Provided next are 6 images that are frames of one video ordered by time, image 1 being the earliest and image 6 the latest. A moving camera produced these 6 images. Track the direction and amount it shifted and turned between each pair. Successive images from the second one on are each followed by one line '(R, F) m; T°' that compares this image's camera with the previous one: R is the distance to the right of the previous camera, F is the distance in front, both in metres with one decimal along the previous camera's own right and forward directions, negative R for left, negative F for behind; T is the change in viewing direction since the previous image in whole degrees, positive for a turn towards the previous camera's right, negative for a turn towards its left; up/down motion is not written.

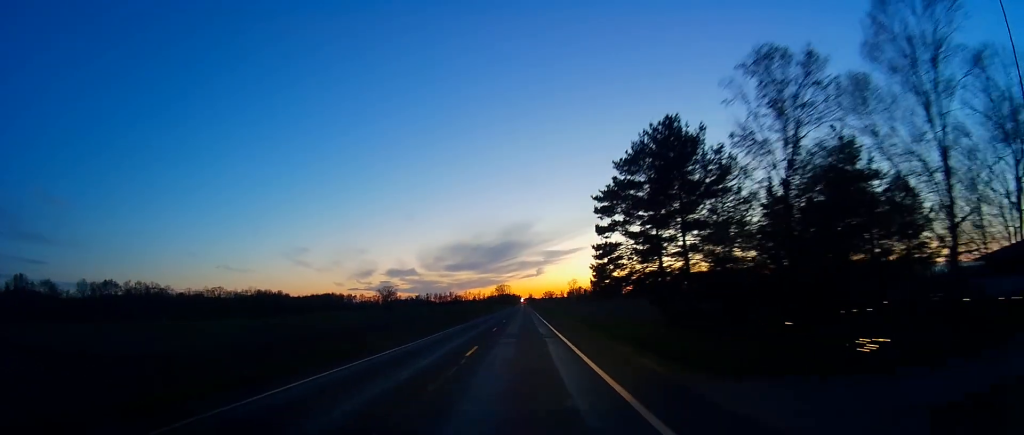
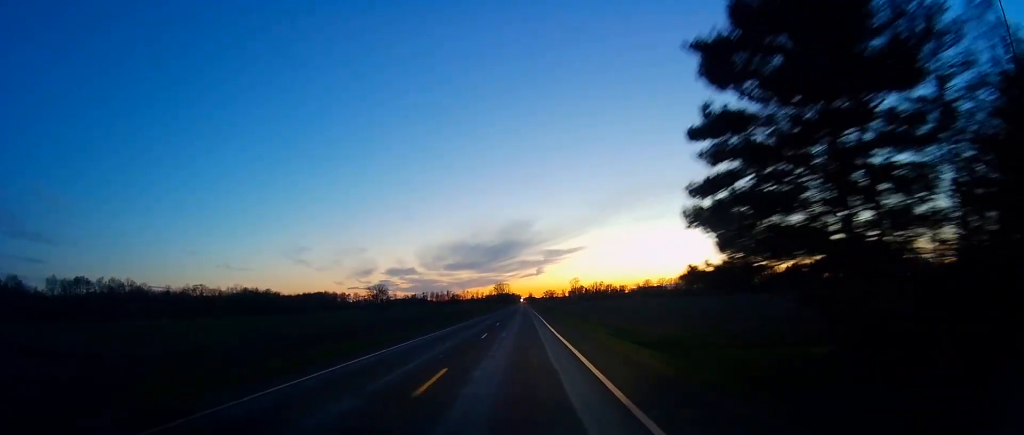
(0.0, +23.7) m; 0°
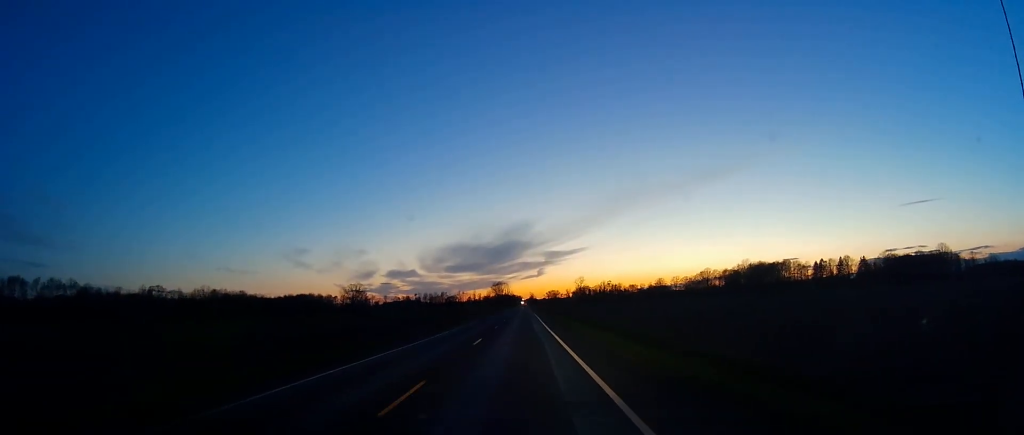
(0.0, +48.8) m; 0°
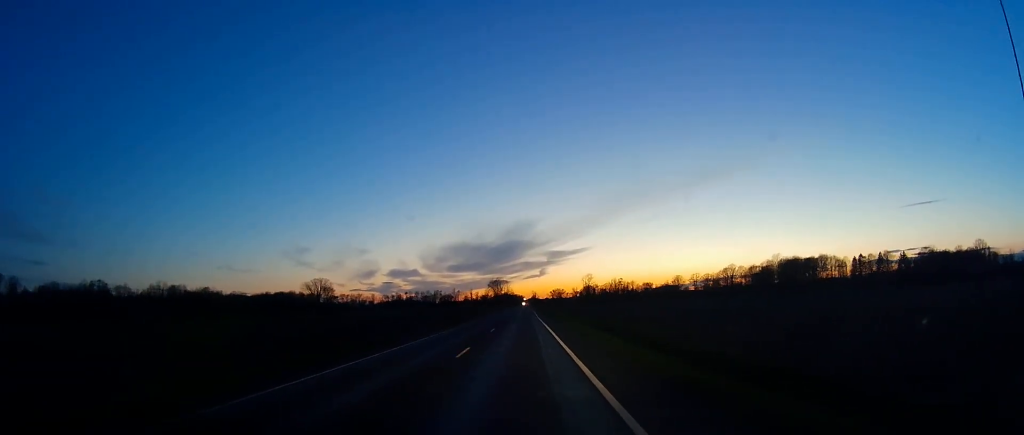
(-2.2, +53.4) m; -2°
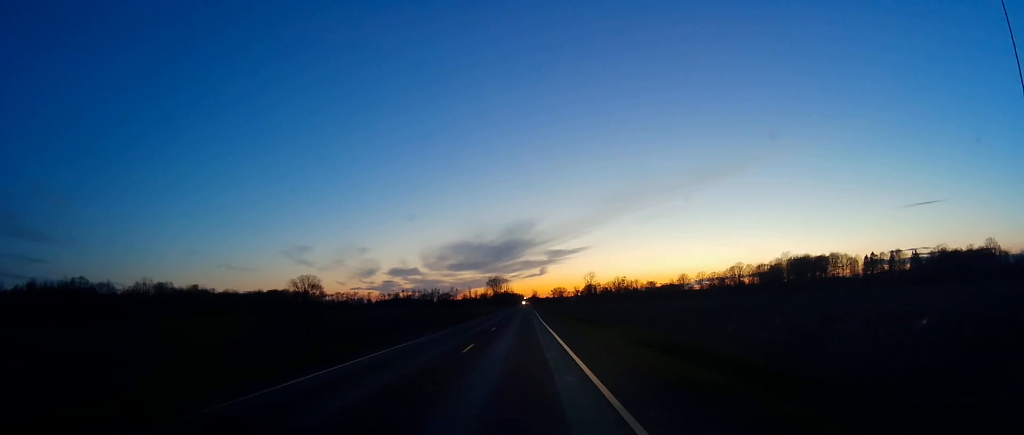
(+0.4, +14.5) m; +2°
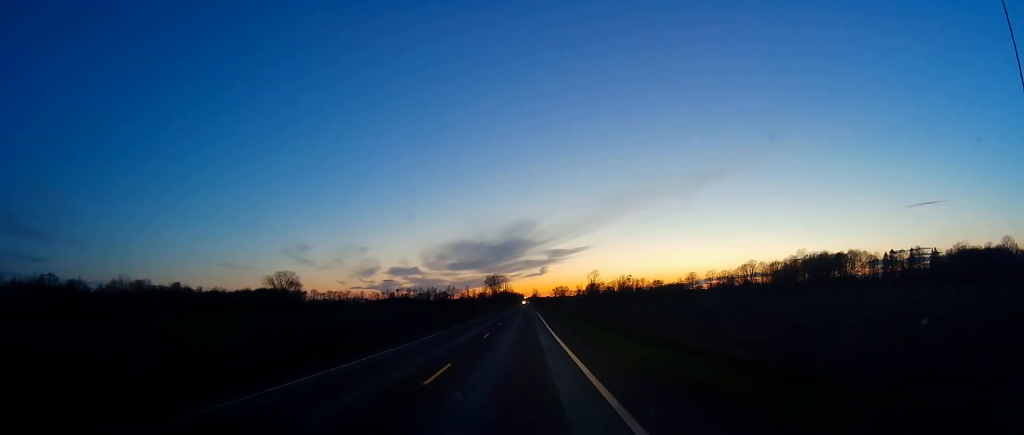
(+0.2, +22.7) m; +3°
